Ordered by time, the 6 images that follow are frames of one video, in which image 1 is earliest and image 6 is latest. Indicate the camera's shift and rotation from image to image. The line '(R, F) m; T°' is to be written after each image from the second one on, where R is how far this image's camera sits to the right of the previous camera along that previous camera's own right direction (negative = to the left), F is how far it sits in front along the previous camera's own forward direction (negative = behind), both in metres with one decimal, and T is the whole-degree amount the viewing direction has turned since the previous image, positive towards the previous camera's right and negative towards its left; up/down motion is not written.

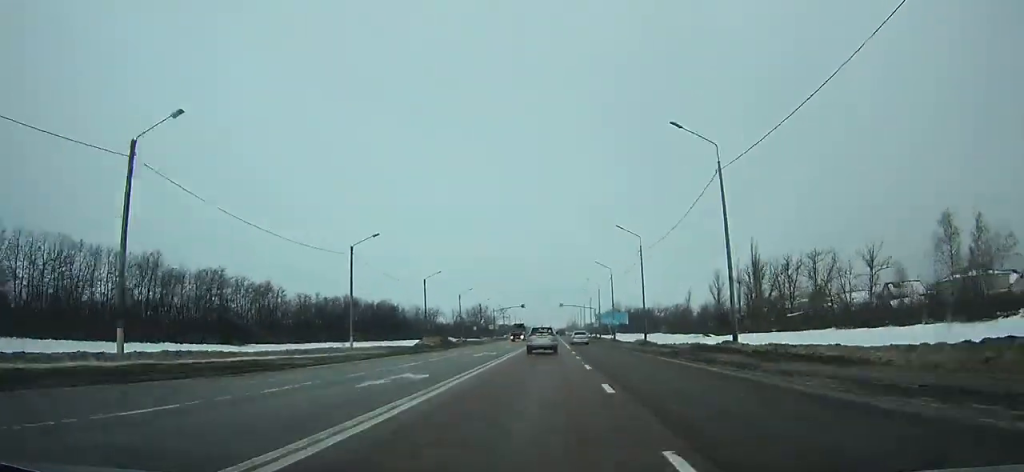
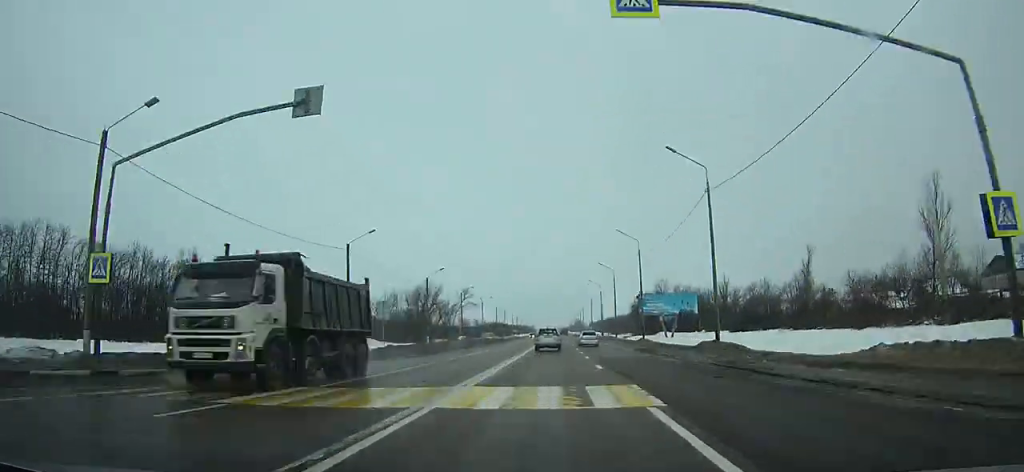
(0.0, +116.7) m; 0°
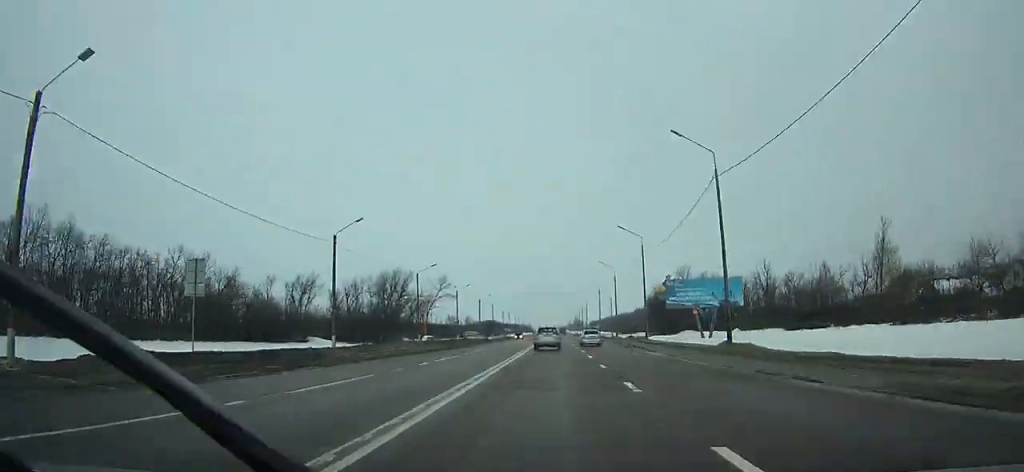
(0.0, +32.4) m; 0°
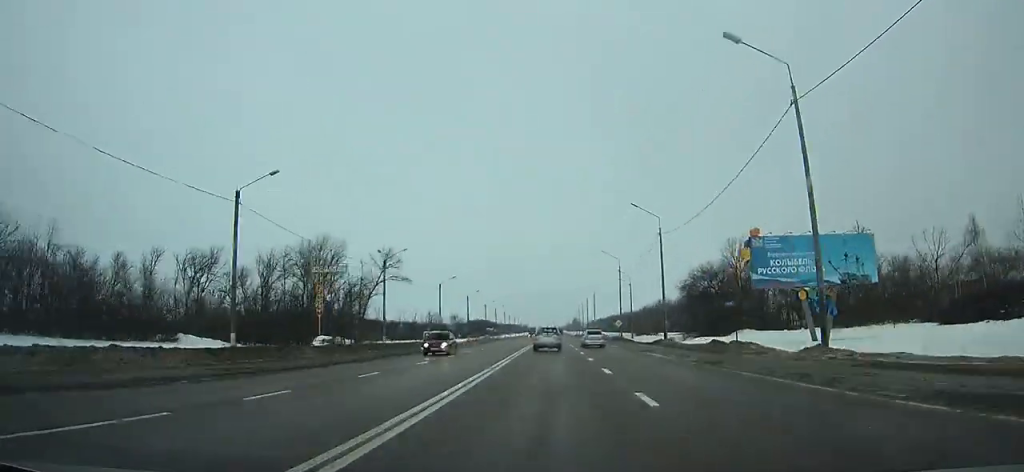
(+0.1, +41.1) m; 0°
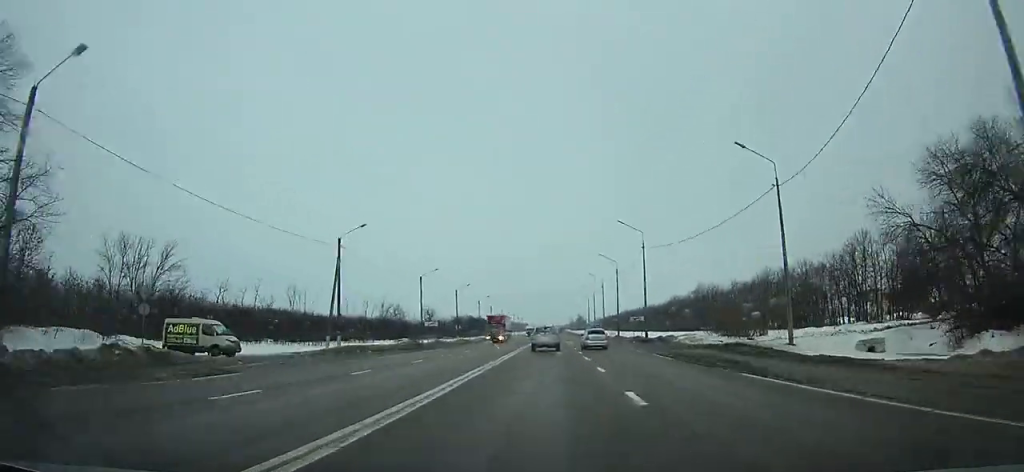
(0.0, +72.6) m; 0°
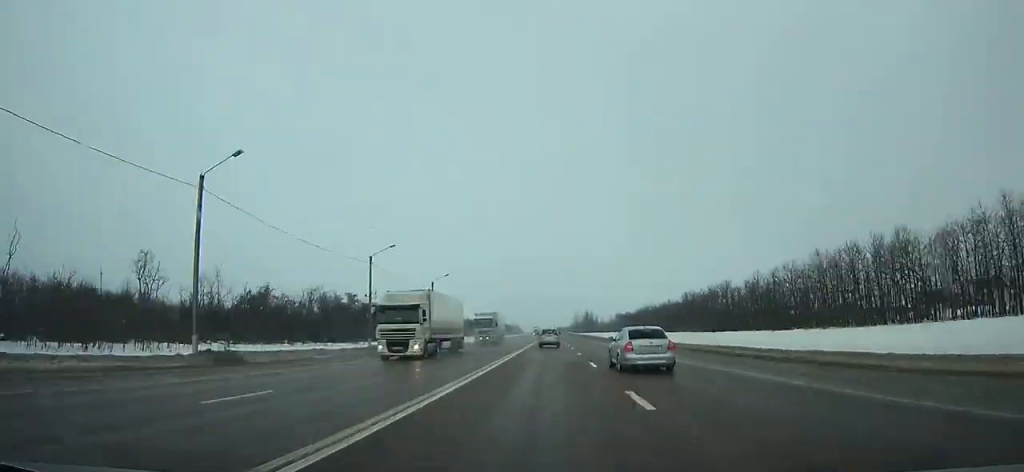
(-0.8, +220.5) m; 0°
